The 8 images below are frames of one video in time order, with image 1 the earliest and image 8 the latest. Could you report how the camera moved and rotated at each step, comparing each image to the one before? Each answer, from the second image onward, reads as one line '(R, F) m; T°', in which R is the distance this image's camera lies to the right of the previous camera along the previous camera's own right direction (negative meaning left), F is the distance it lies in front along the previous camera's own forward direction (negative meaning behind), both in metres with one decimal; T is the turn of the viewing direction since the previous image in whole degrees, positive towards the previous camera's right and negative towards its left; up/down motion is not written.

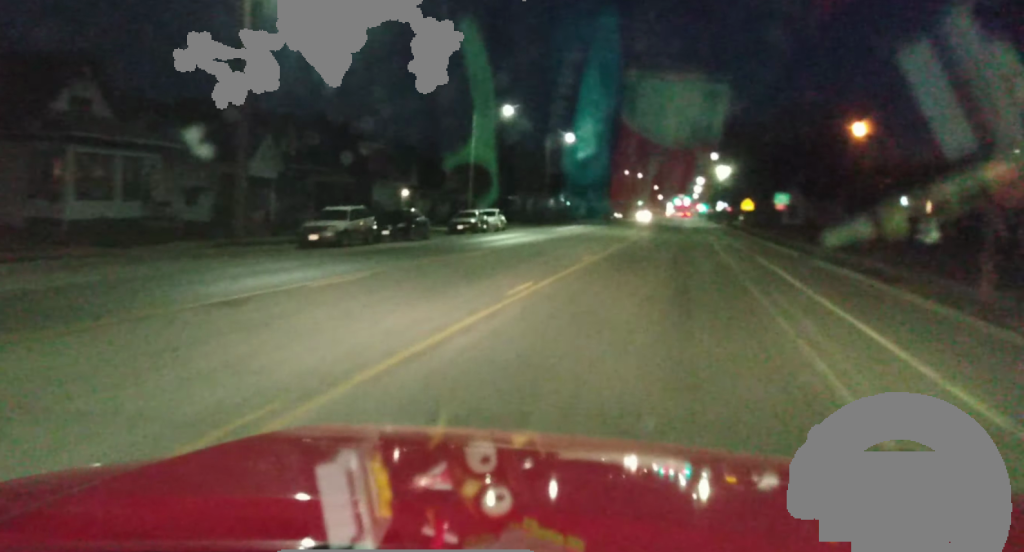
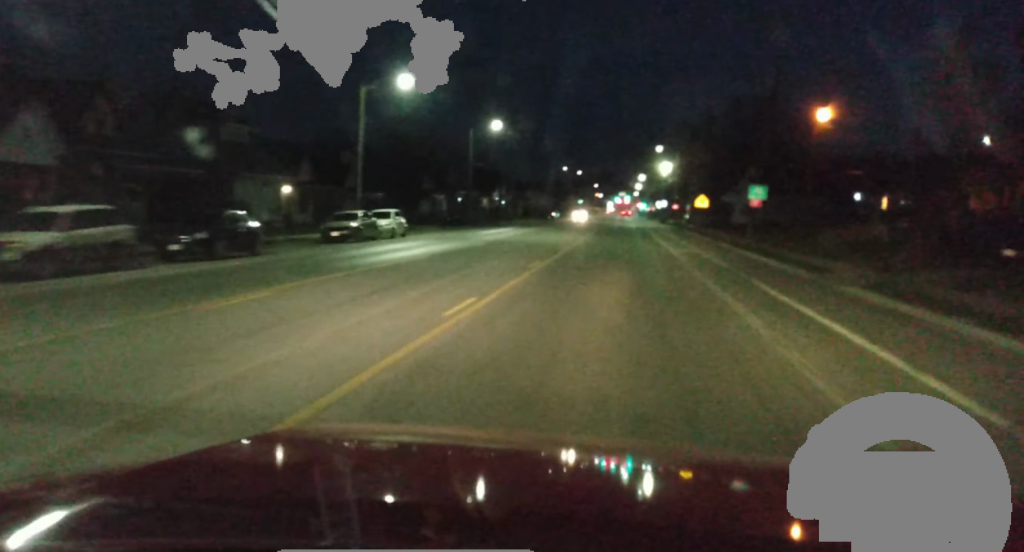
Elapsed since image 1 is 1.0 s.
(+0.6, +15.0) m; +3°
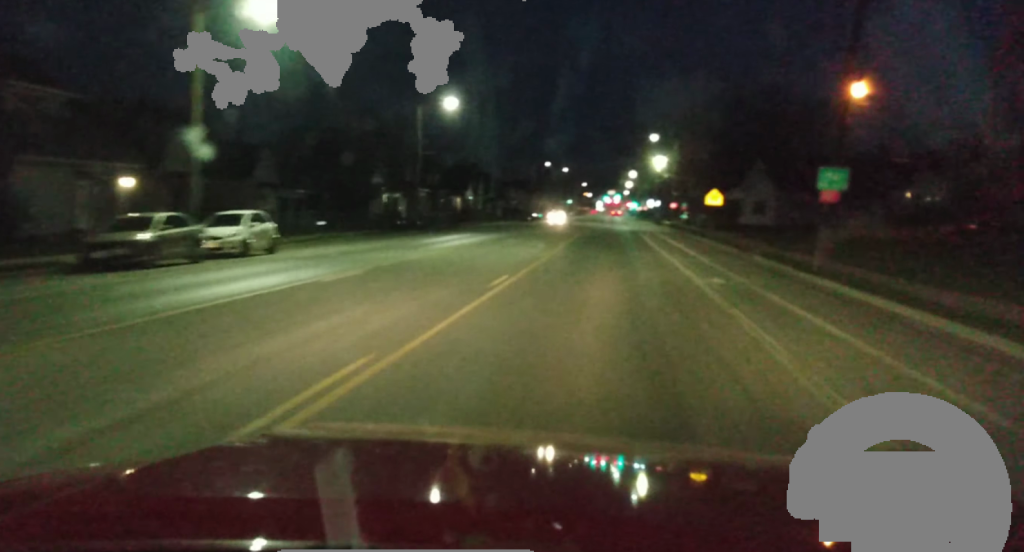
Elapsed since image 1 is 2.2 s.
(+0.1, +17.7) m; +3°
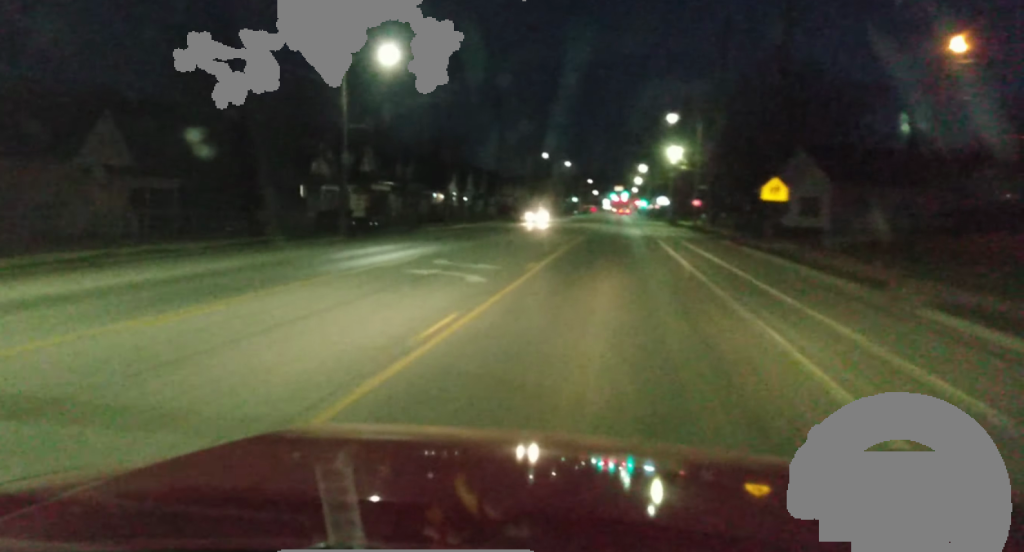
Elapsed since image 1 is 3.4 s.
(+0.9, +19.4) m; +2°
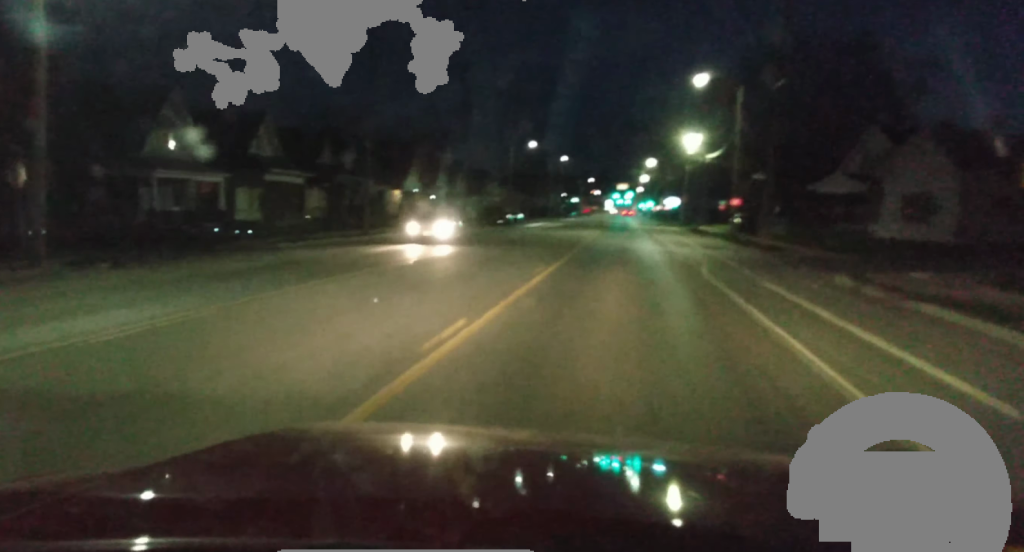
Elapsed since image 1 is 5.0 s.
(-1.2, +24.8) m; -4°
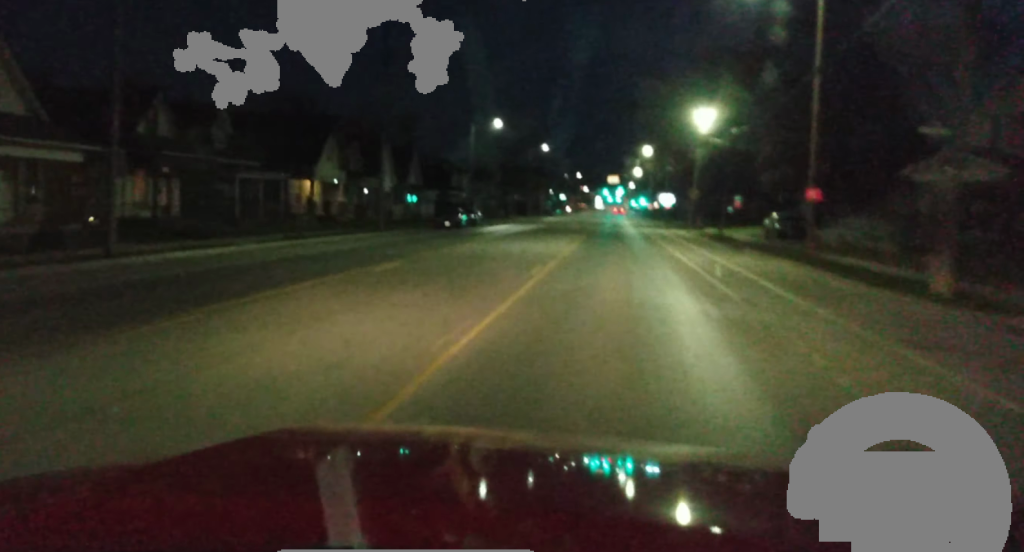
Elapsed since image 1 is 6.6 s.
(-0.5, +24.6) m; +1°
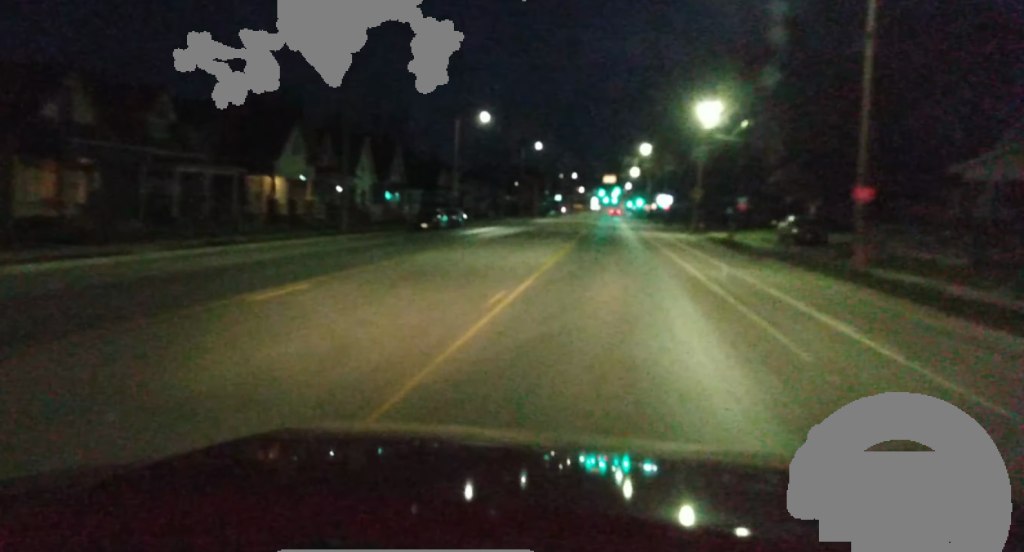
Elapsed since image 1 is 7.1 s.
(+0.4, +7.1) m; +1°
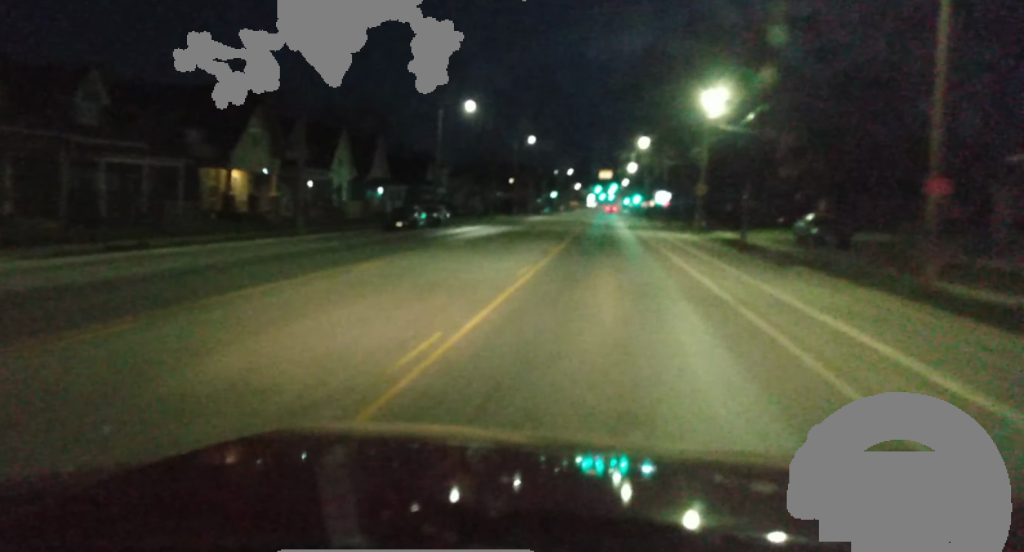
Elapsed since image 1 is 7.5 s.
(+0.2, +6.1) m; +1°
